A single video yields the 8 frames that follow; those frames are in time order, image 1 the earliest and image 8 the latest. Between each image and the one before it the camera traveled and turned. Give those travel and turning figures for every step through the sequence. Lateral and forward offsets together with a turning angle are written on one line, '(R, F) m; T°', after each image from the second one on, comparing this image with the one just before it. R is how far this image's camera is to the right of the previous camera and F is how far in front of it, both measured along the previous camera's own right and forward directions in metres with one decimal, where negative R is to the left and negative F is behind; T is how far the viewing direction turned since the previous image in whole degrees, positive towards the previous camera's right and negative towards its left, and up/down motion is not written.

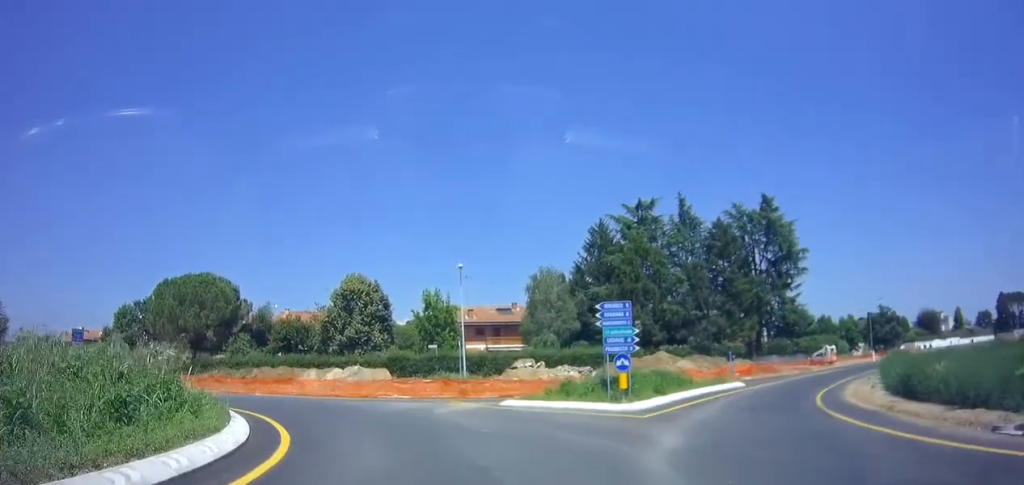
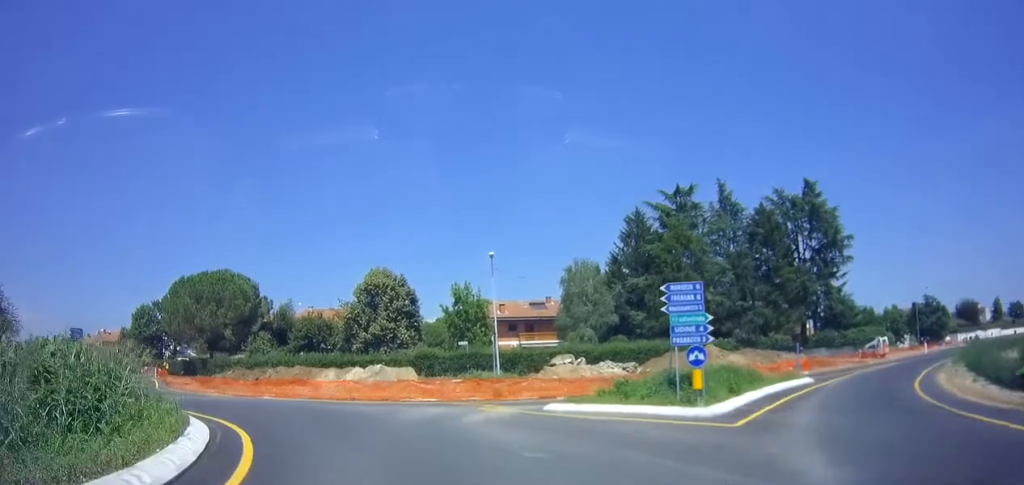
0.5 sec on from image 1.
(+0.3, +3.6) m; -6°
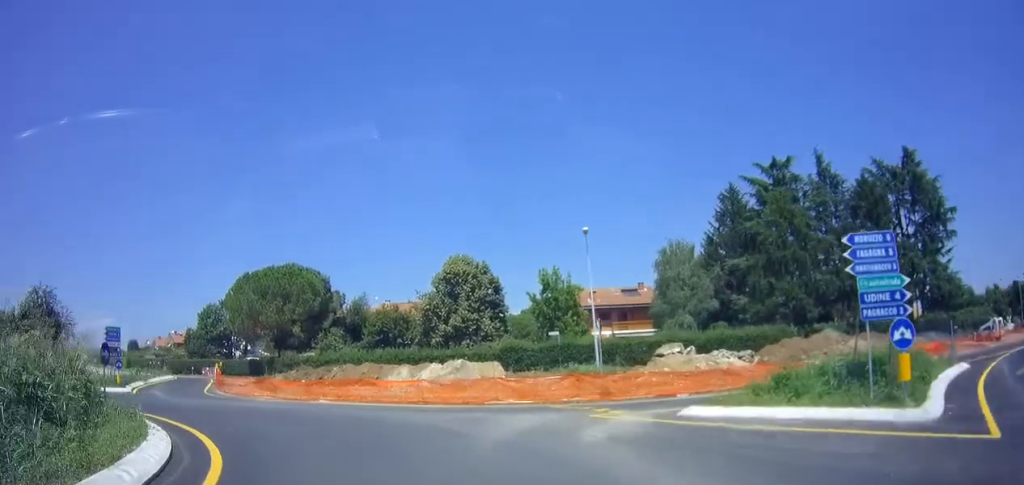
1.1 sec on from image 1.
(-0.6, +4.7) m; -13°
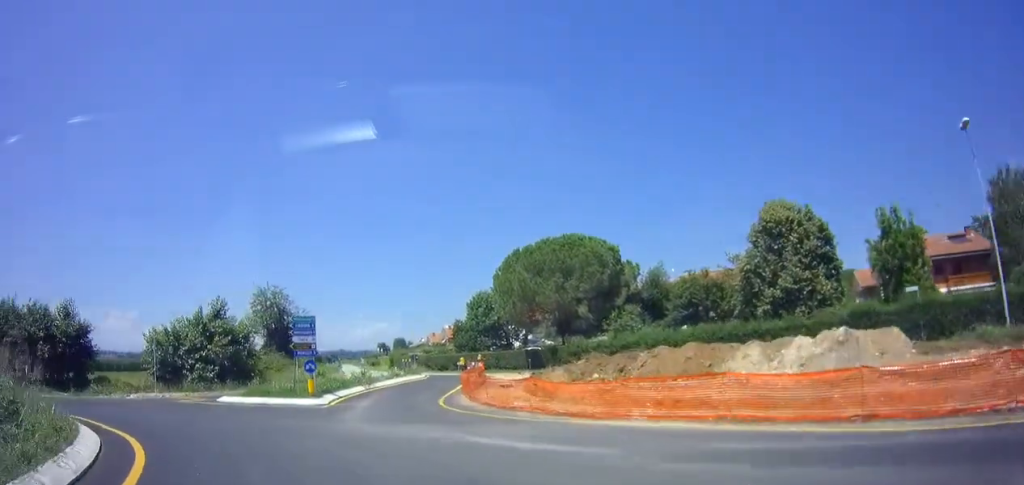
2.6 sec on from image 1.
(-3.3, +10.7) m; -37°
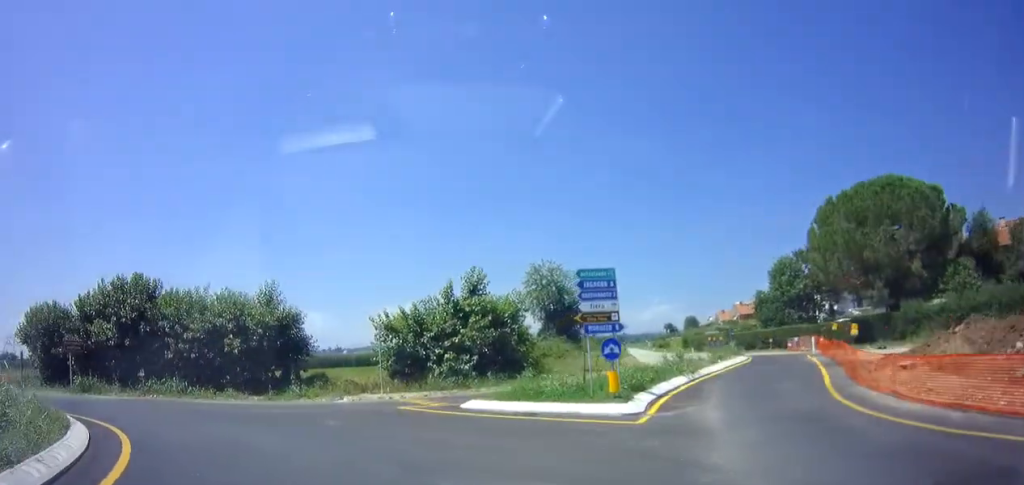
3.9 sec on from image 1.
(-2.7, +9.2) m; -31°
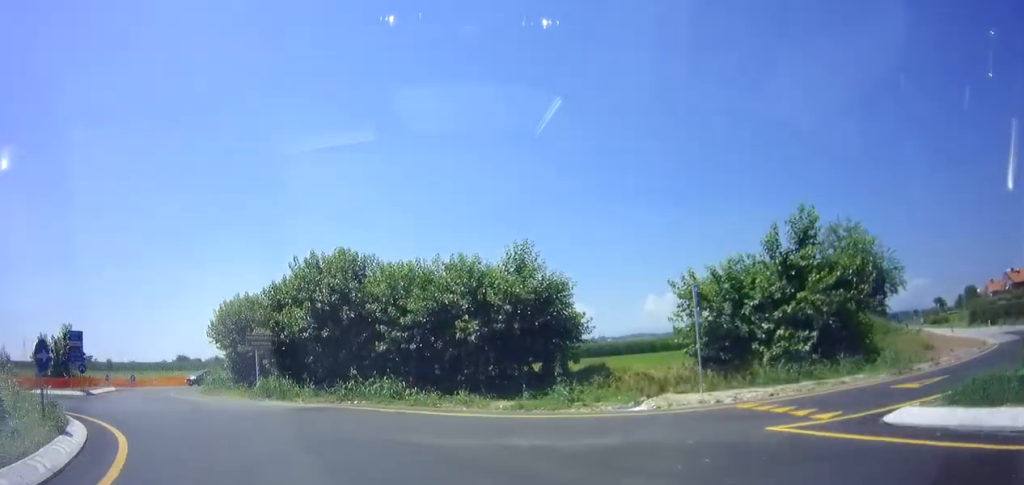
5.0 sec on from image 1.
(-2.1, +8.7) m; -23°
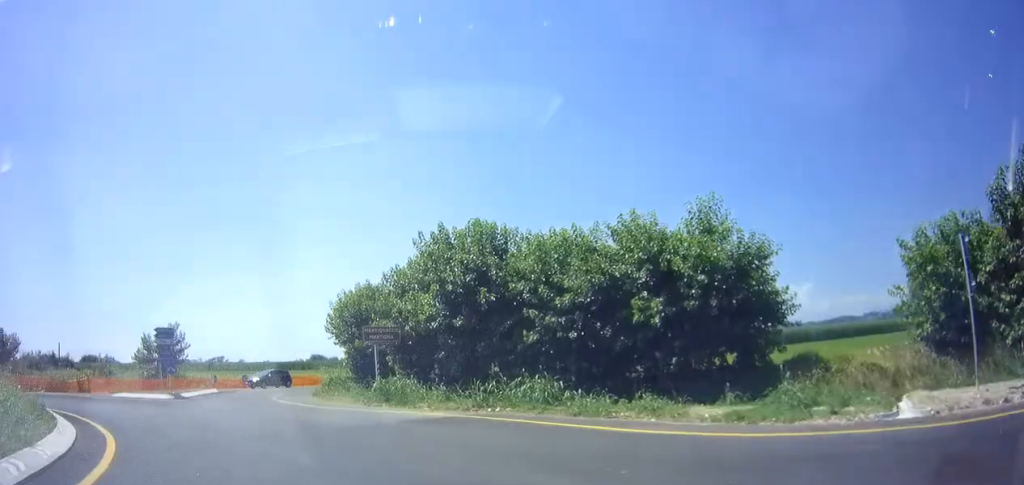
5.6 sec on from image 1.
(-0.5, +5.1) m; -10°
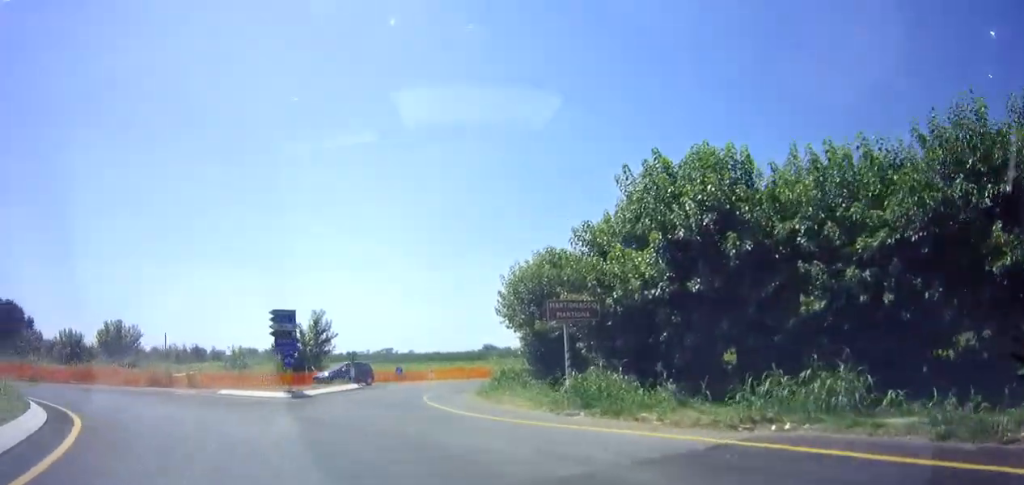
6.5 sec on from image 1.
(-0.8, +7.1) m; -6°
